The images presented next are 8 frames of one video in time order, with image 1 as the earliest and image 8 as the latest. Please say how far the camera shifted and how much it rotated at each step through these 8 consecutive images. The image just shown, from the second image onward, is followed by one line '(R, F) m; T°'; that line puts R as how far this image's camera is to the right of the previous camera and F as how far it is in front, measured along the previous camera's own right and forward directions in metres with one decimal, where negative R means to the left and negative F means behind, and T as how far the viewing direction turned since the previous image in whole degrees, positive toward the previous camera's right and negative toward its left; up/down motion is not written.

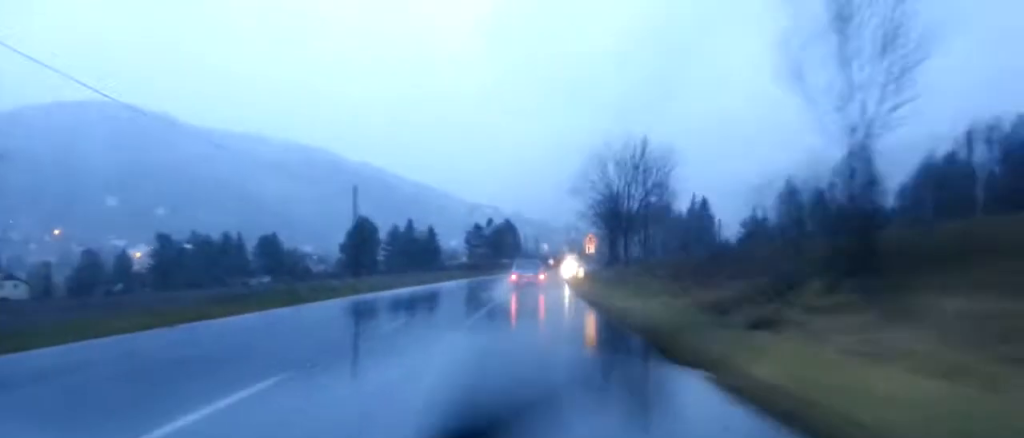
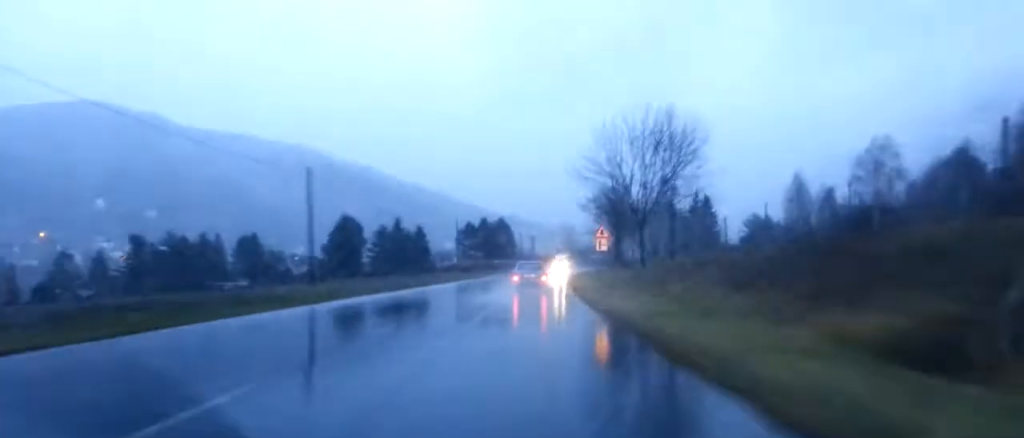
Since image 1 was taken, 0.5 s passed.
(+0.3, +9.7) m; 0°
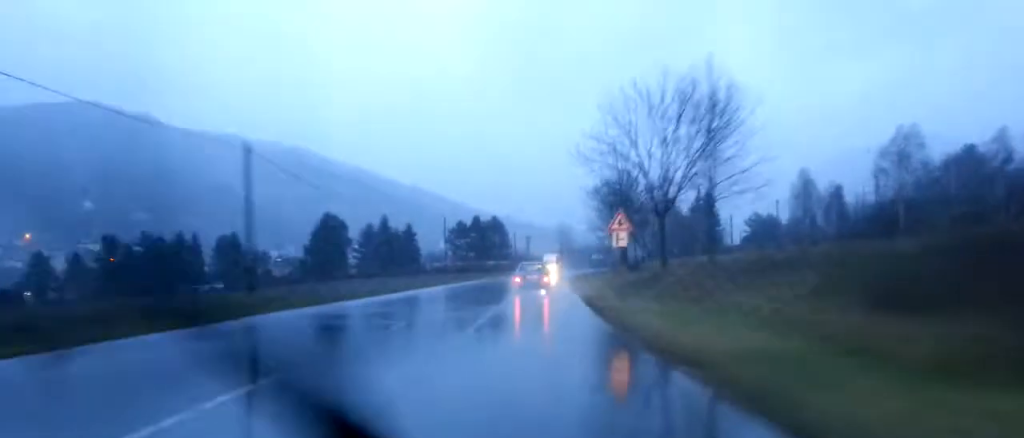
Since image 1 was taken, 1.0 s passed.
(0.0, +8.5) m; 0°
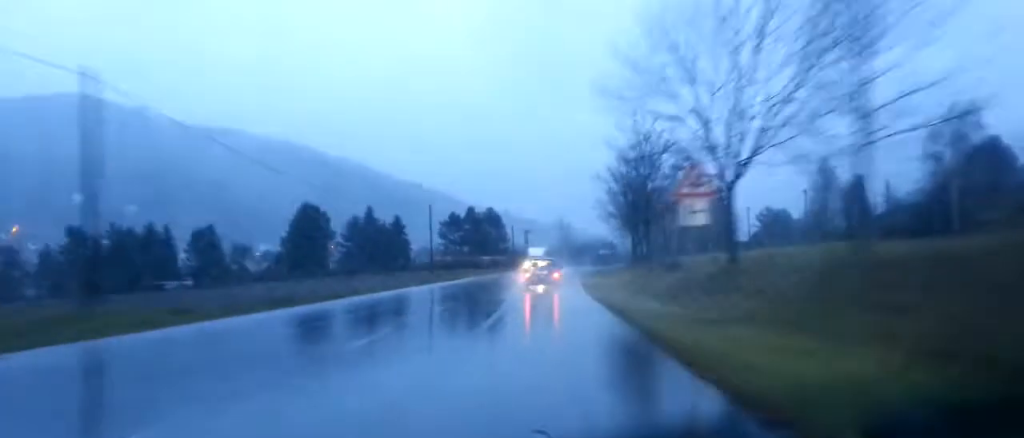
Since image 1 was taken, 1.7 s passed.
(-0.2, +12.2) m; -1°
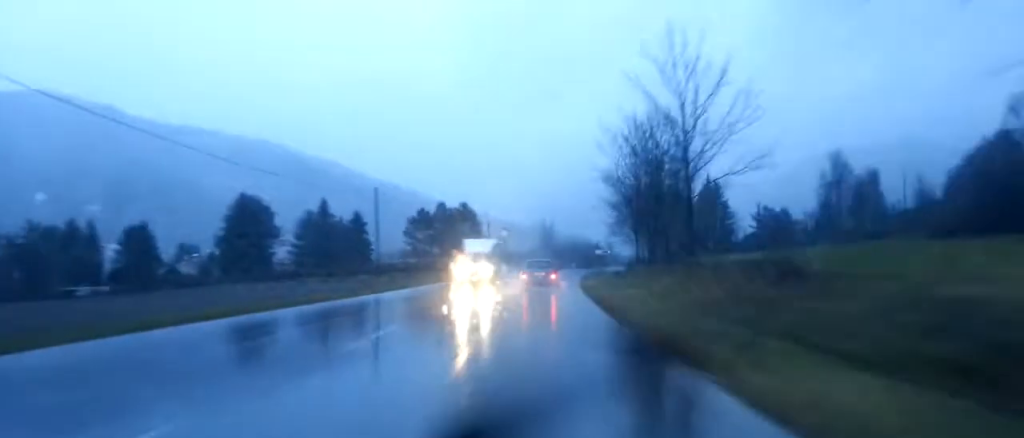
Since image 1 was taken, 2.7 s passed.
(-0.2, +18.2) m; 0°
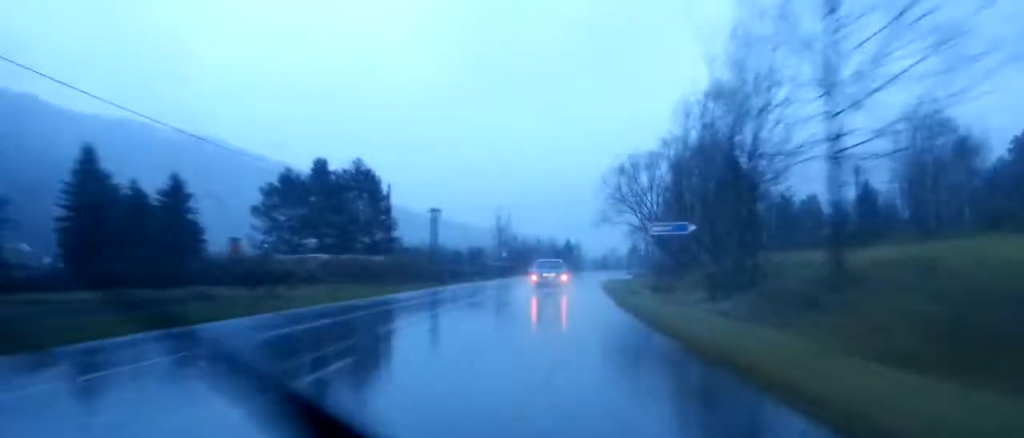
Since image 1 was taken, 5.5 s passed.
(+2.8, +50.6) m; +6°
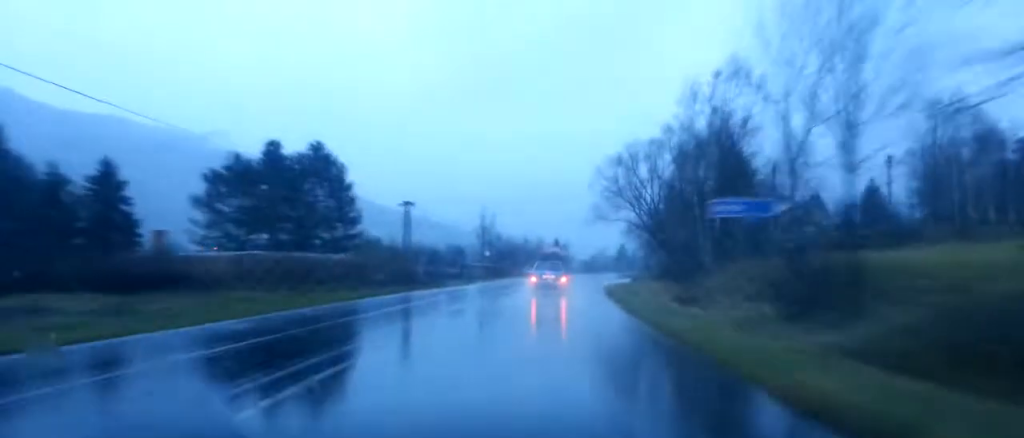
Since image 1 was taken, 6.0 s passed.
(+0.1, +9.5) m; +1°
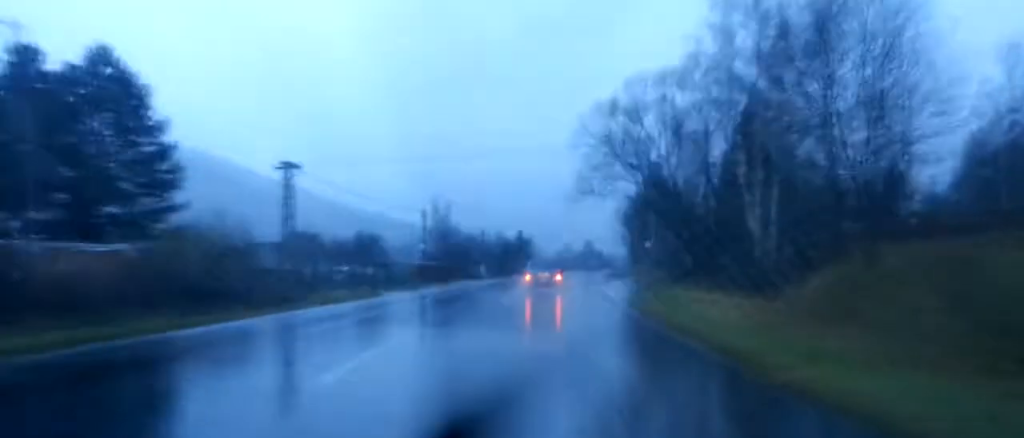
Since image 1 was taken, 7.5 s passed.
(+0.6, +25.5) m; +4°
